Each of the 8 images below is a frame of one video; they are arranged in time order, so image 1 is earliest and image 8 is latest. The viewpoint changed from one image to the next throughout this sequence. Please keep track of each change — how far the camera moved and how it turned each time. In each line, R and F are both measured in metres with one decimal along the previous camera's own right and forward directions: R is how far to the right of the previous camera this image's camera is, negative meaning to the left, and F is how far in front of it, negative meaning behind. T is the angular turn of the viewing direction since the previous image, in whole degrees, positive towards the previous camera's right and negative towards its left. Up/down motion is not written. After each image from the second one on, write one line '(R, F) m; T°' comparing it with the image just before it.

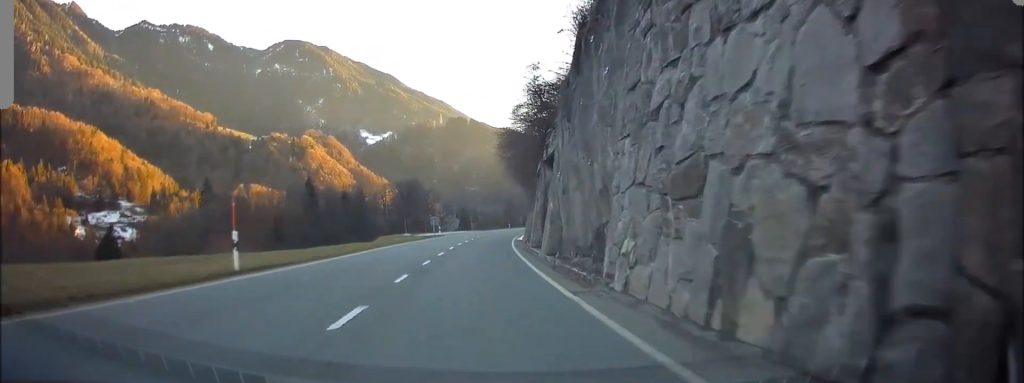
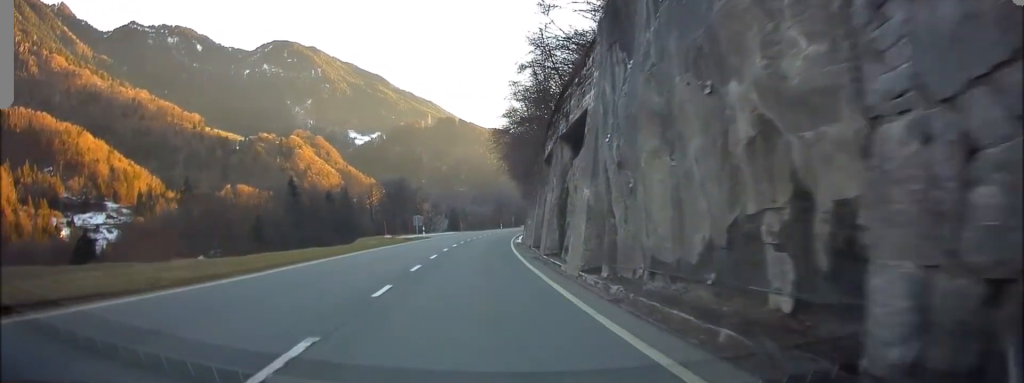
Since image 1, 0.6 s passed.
(0.0, +9.0) m; +1°
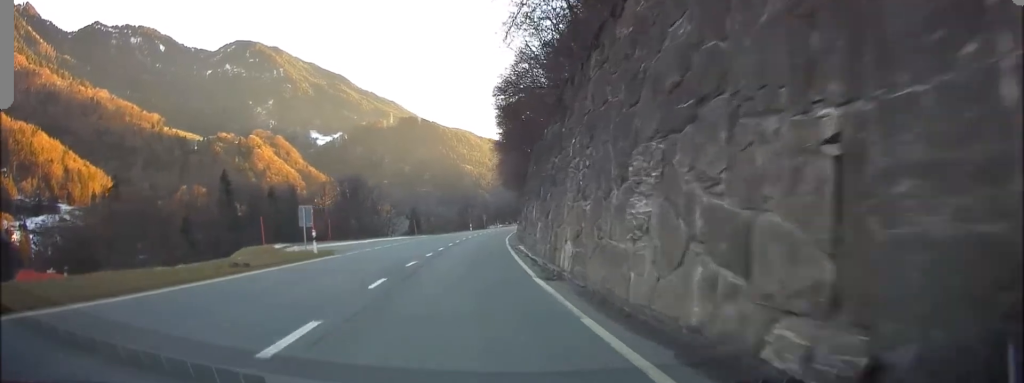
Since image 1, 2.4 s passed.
(+0.7, +29.2) m; +3°
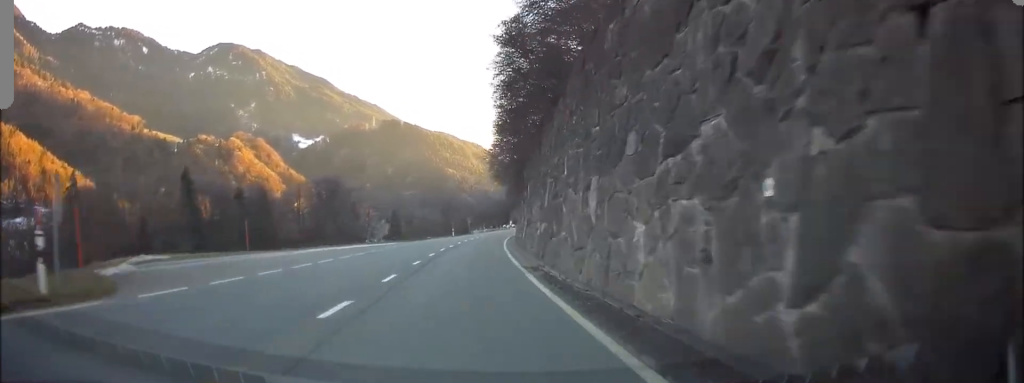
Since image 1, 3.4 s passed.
(+0.4, +15.9) m; +1°
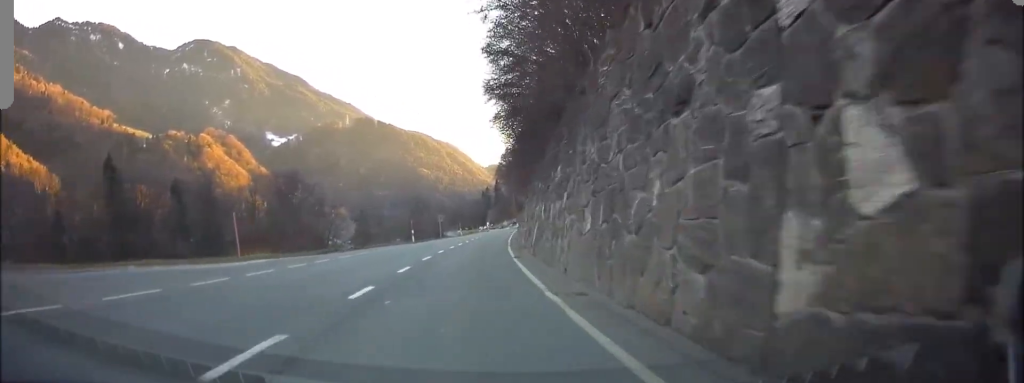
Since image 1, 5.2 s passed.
(+0.3, +28.5) m; +2°
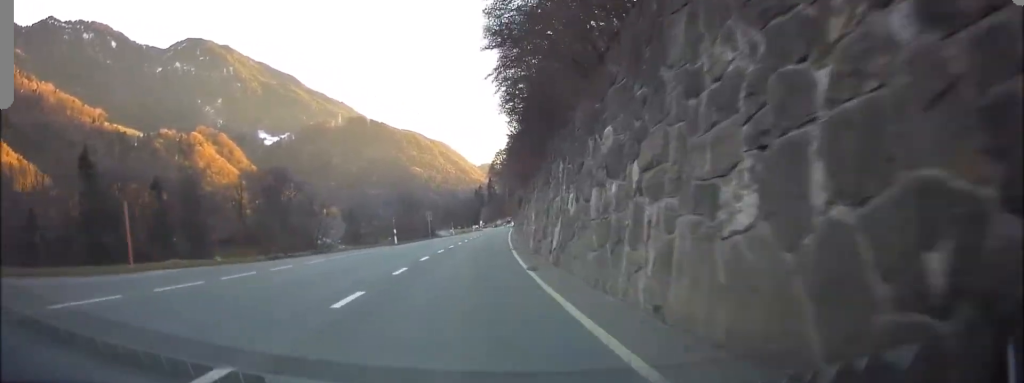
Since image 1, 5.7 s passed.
(+0.1, +7.3) m; +1°
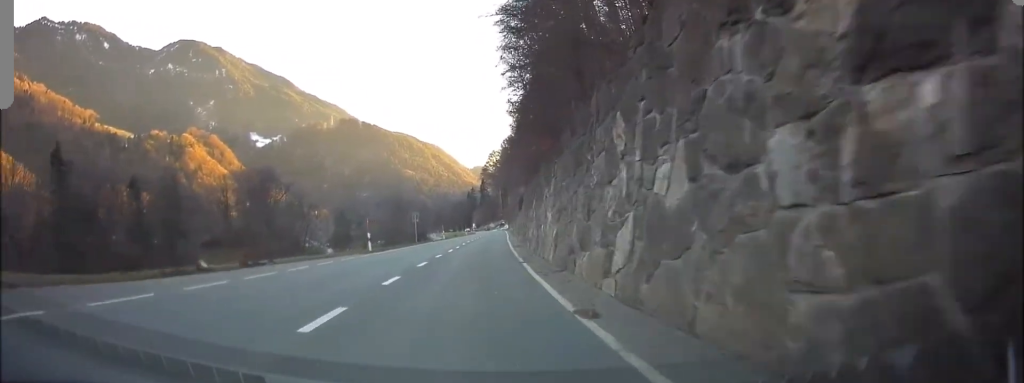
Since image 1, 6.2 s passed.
(0.0, +8.3) m; +2°
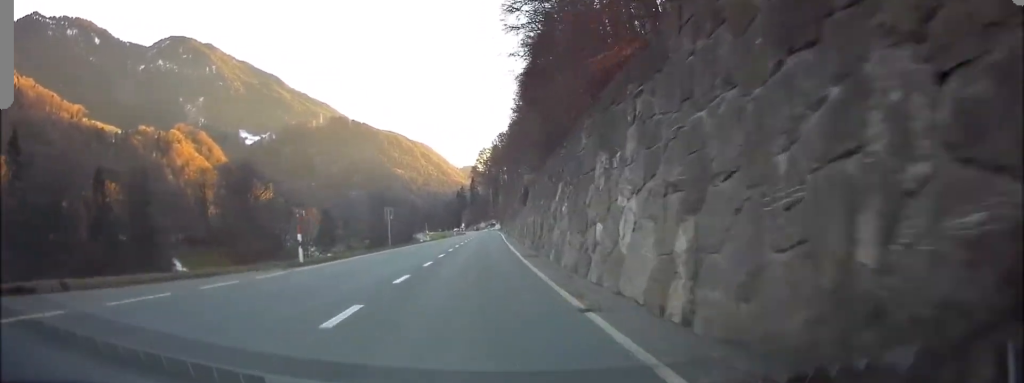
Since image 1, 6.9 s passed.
(+0.2, +11.4) m; +2°
